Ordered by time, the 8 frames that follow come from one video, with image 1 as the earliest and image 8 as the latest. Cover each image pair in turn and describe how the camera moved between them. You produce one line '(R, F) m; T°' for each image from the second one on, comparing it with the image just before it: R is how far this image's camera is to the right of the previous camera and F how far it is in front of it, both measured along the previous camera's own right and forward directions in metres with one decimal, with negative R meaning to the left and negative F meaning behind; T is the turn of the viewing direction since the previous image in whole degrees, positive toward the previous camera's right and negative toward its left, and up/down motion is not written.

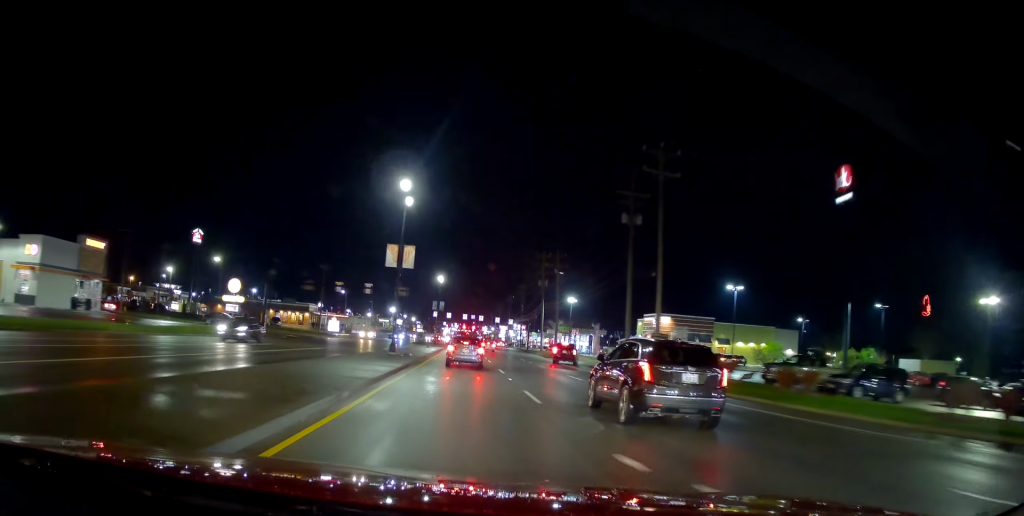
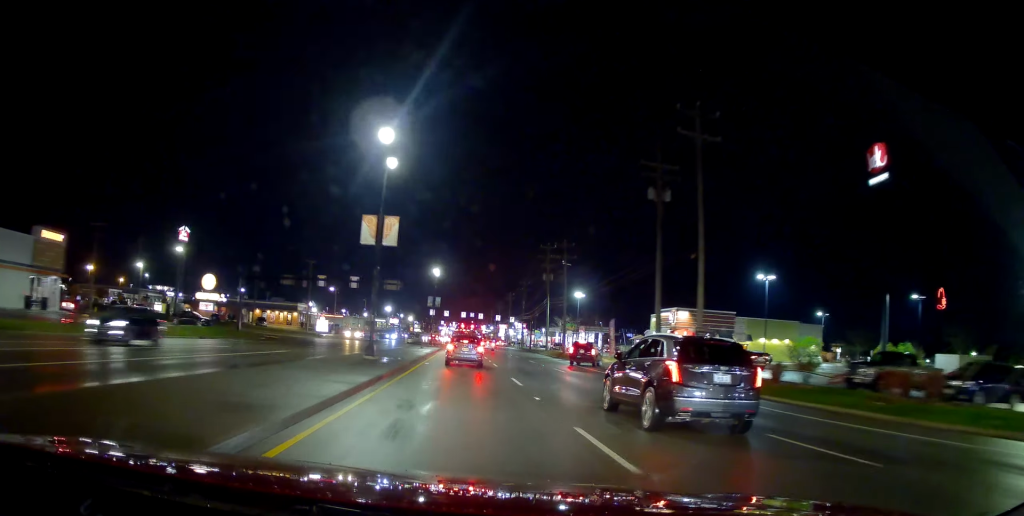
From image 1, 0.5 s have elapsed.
(+0.1, +8.0) m; +1°
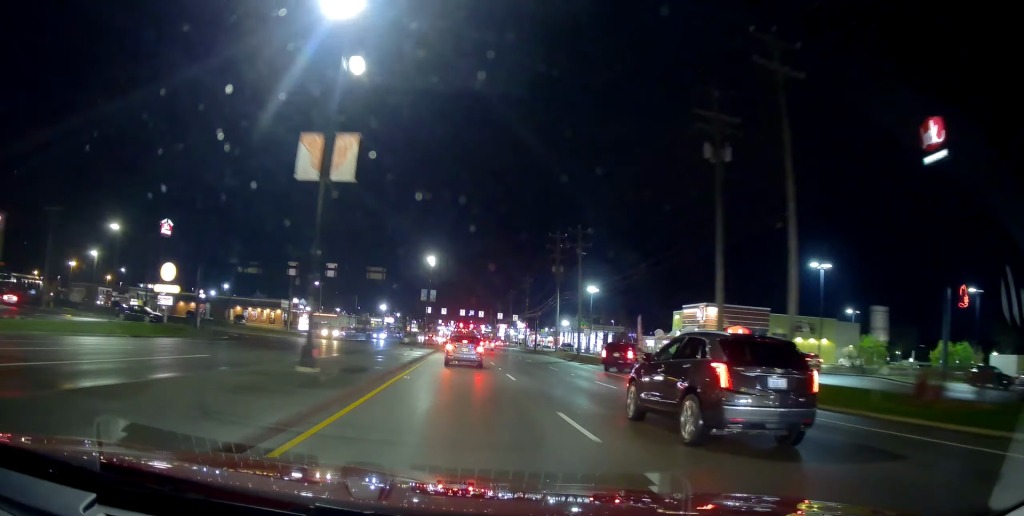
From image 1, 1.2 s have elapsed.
(0.0, +10.3) m; -1°
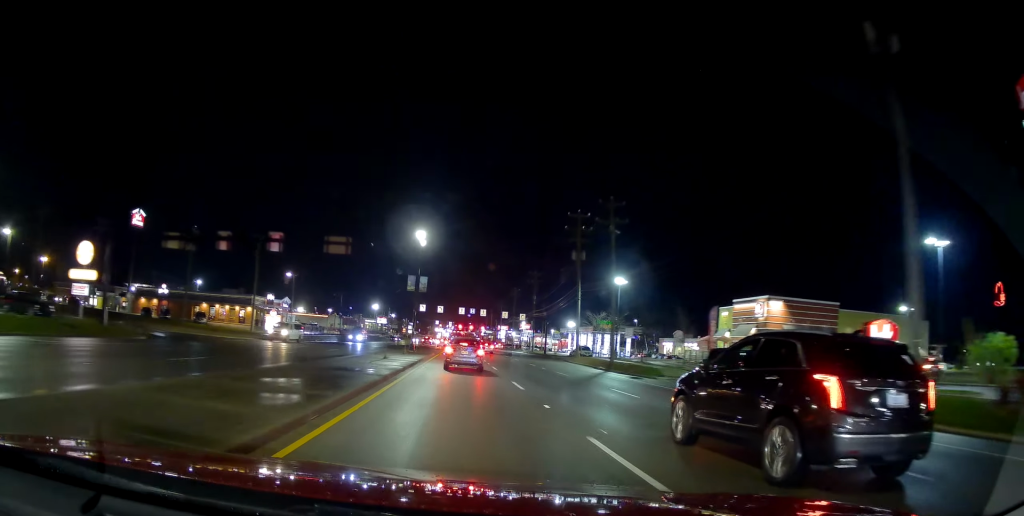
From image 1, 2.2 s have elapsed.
(-0.2, +15.3) m; -2°
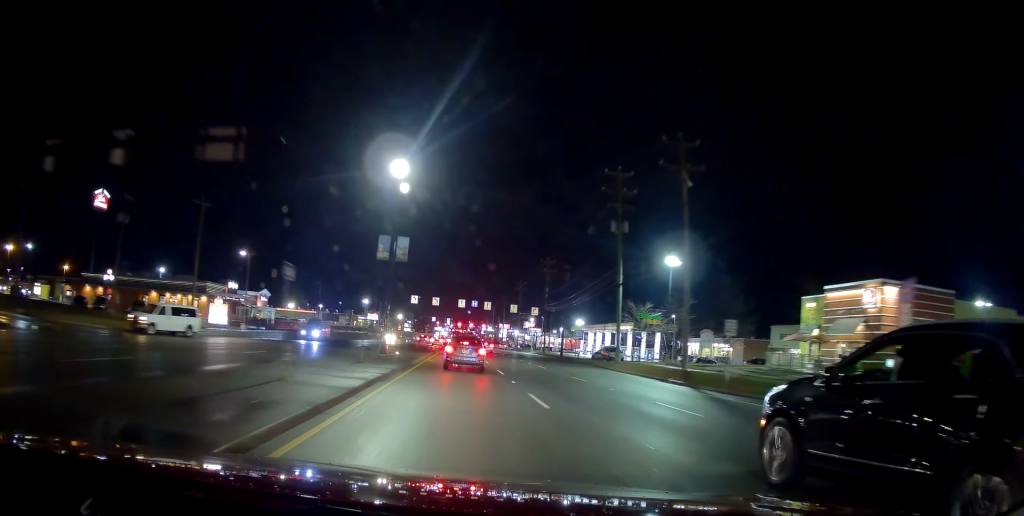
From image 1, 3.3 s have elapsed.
(-0.3, +17.7) m; -1°
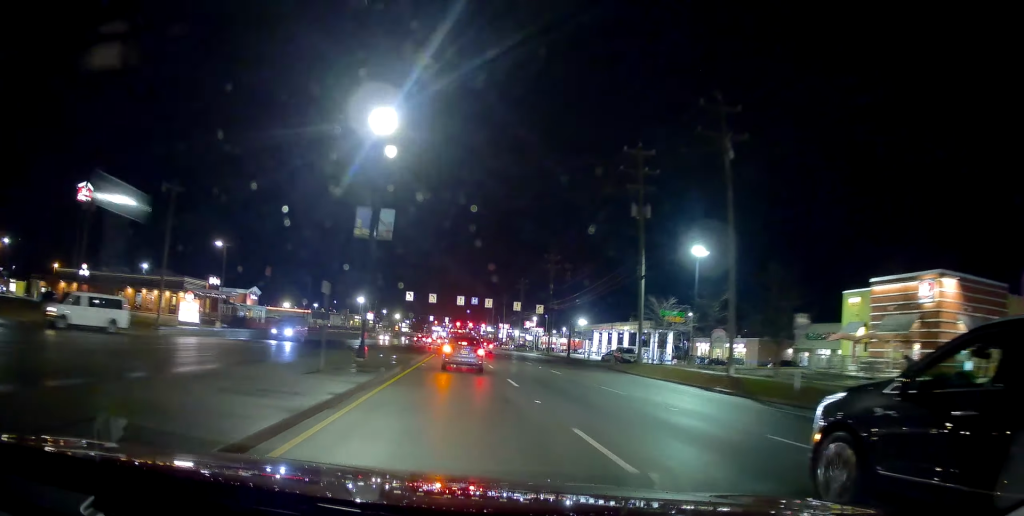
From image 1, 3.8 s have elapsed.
(0.0, +6.5) m; +1°
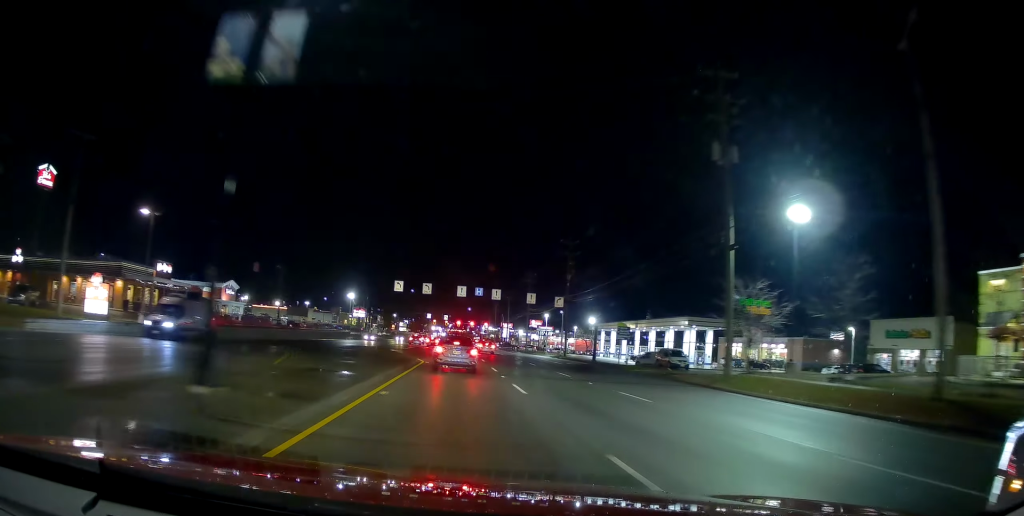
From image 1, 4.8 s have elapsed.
(+0.3, +15.2) m; +2°
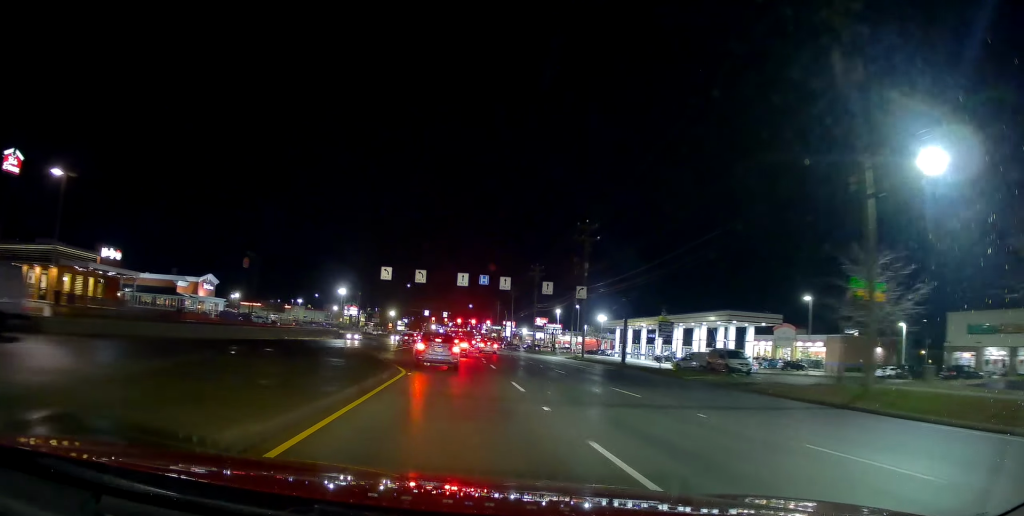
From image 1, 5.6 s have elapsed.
(+0.3, +12.0) m; 0°
